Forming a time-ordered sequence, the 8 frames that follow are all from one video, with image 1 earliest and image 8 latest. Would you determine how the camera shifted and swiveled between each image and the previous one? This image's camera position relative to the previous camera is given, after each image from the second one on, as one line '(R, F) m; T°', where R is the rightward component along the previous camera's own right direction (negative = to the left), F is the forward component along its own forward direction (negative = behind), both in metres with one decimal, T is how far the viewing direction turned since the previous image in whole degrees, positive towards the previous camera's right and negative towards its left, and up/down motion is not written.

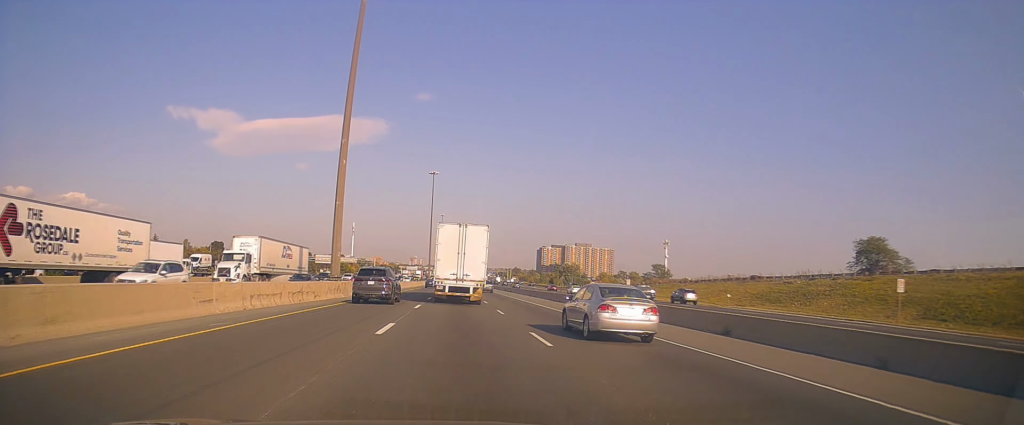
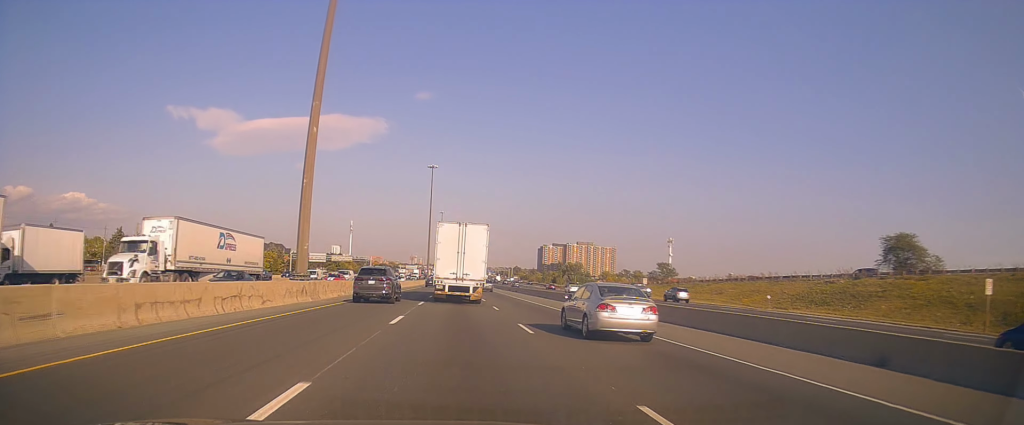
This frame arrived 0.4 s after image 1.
(-0.3, +9.0) m; +1°
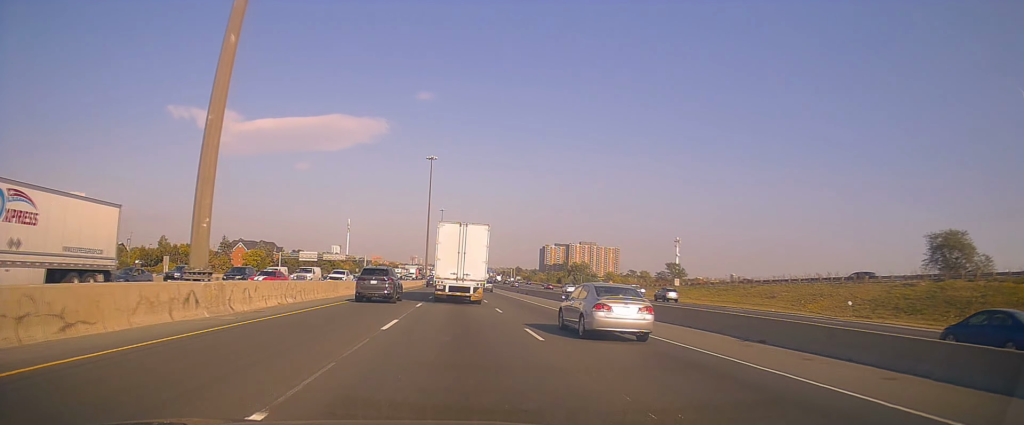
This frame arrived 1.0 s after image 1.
(+0.3, +13.4) m; 0°
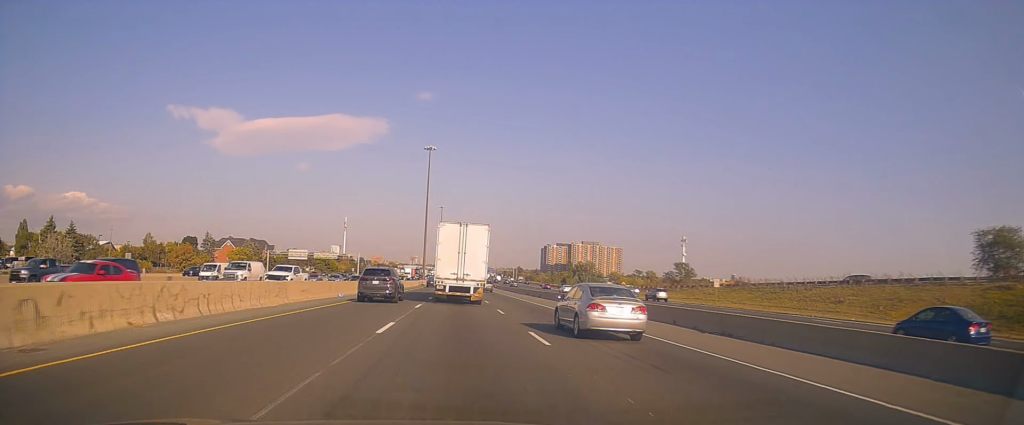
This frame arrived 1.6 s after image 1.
(+0.7, +12.6) m; 0°
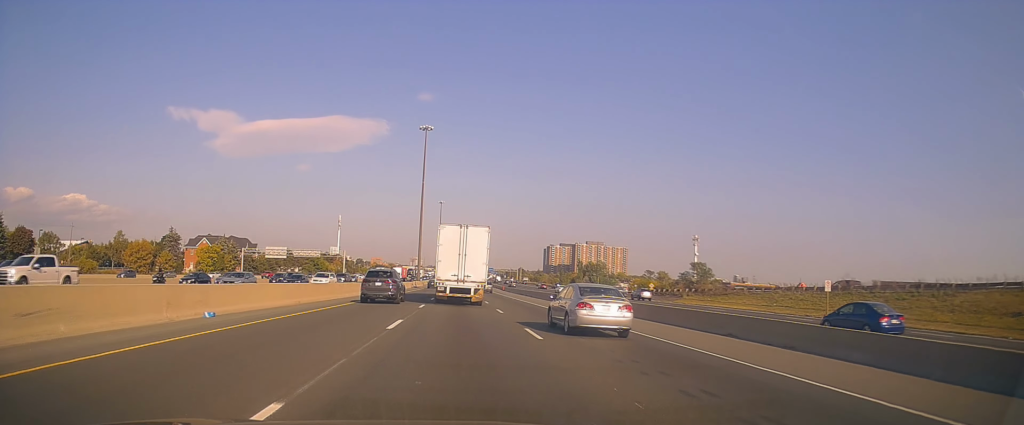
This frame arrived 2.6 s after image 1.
(-1.2, +22.0) m; -2°
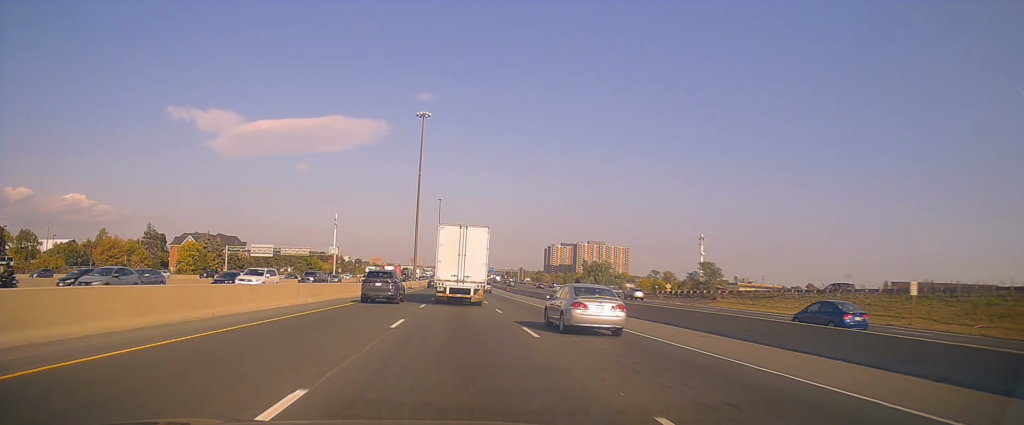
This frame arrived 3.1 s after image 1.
(+0.3, +10.8) m; +1°
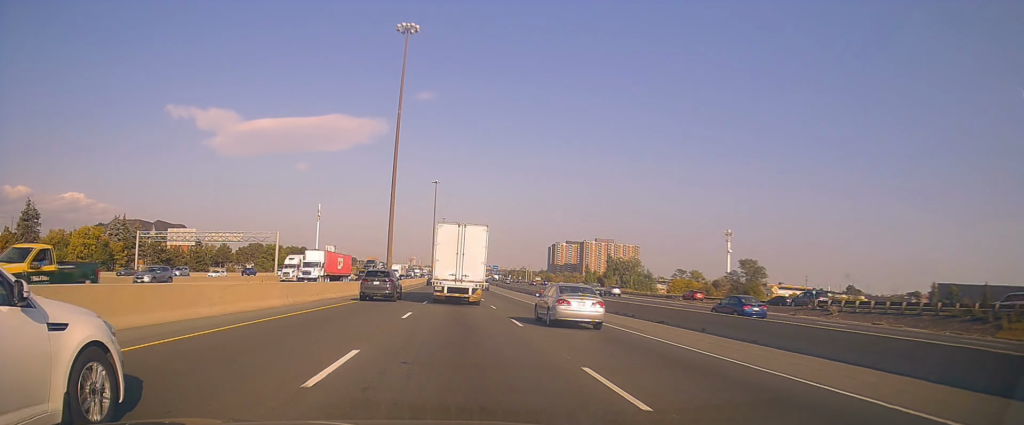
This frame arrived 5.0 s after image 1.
(+1.2, +42.0) m; +1°
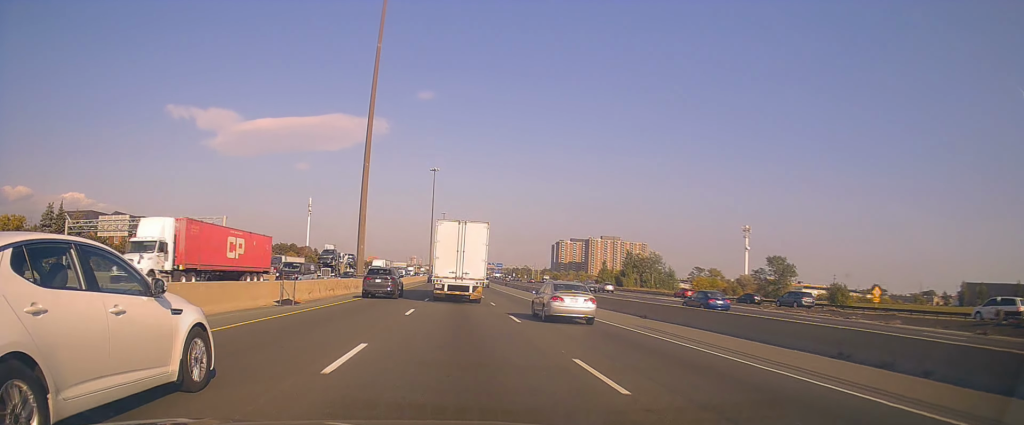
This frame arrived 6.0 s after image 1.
(-0.3, +22.1) m; -1°
